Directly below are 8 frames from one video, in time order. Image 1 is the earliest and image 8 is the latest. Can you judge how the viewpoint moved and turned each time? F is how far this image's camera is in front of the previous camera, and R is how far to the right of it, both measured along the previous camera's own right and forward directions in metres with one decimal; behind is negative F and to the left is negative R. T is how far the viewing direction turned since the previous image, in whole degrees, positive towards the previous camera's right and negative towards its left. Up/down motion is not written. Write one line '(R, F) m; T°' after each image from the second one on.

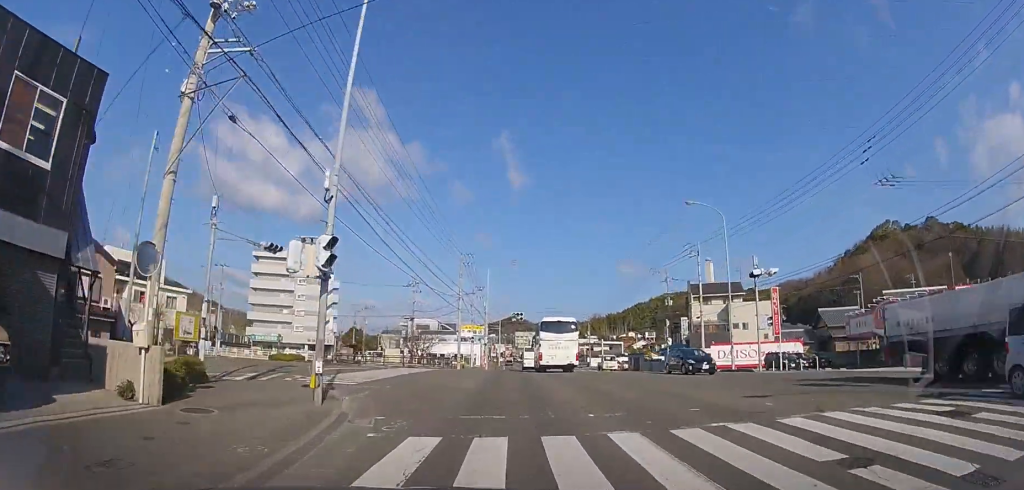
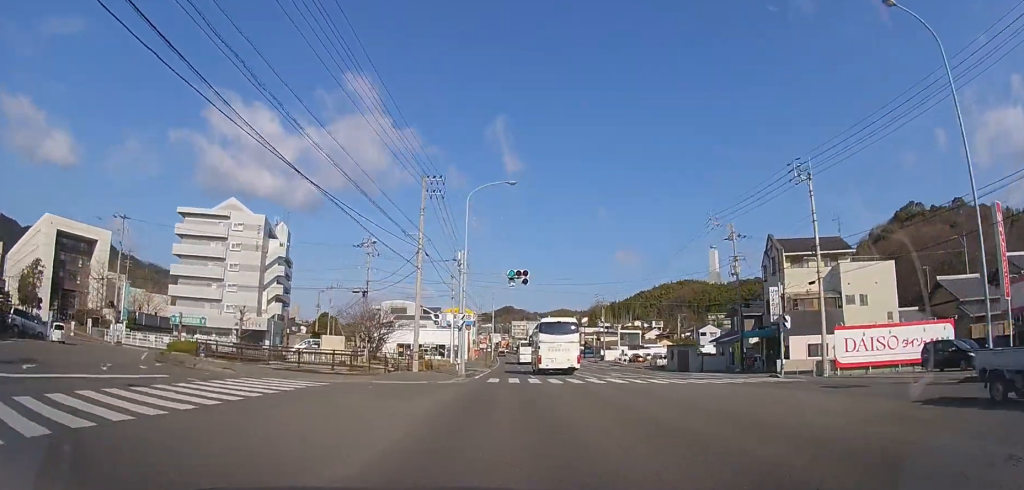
(+0.1, +22.8) m; +1°
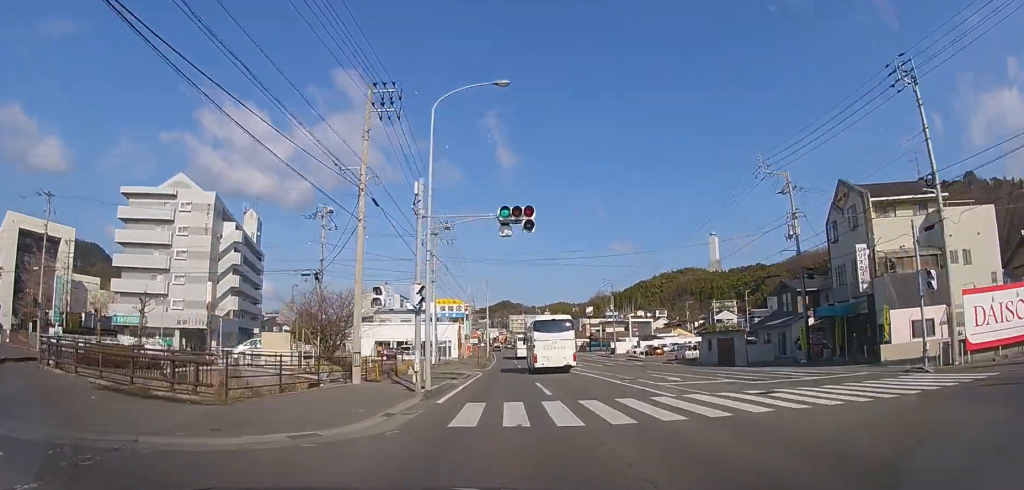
(+0.1, +12.2) m; 0°
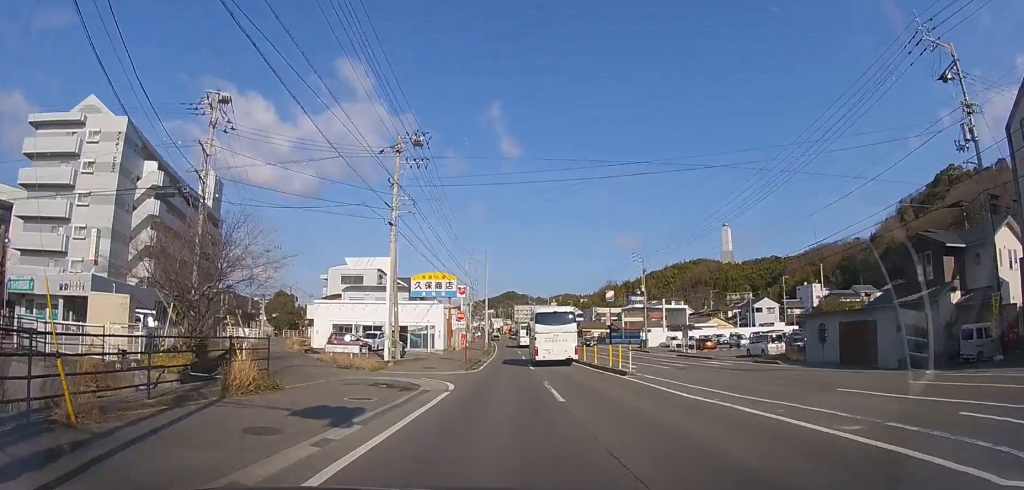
(0.0, +18.2) m; 0°
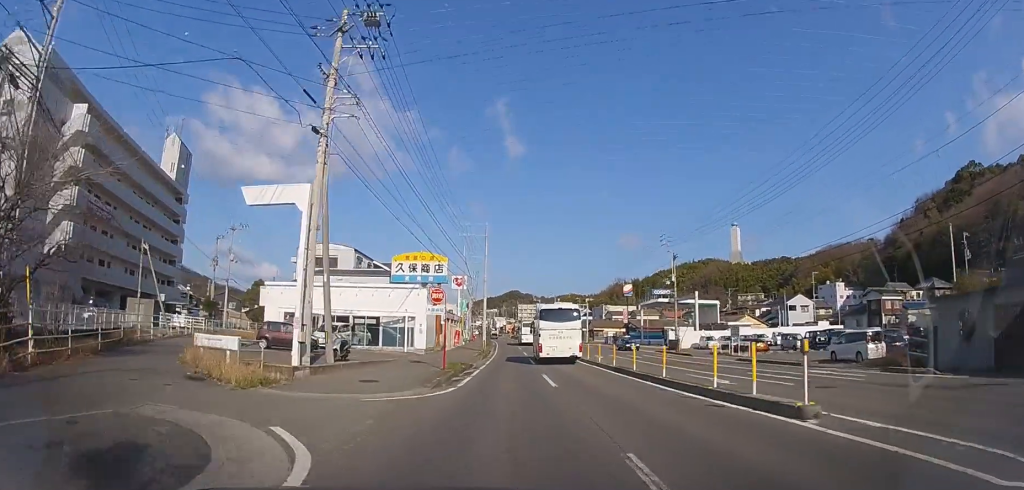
(0.0, +11.6) m; 0°
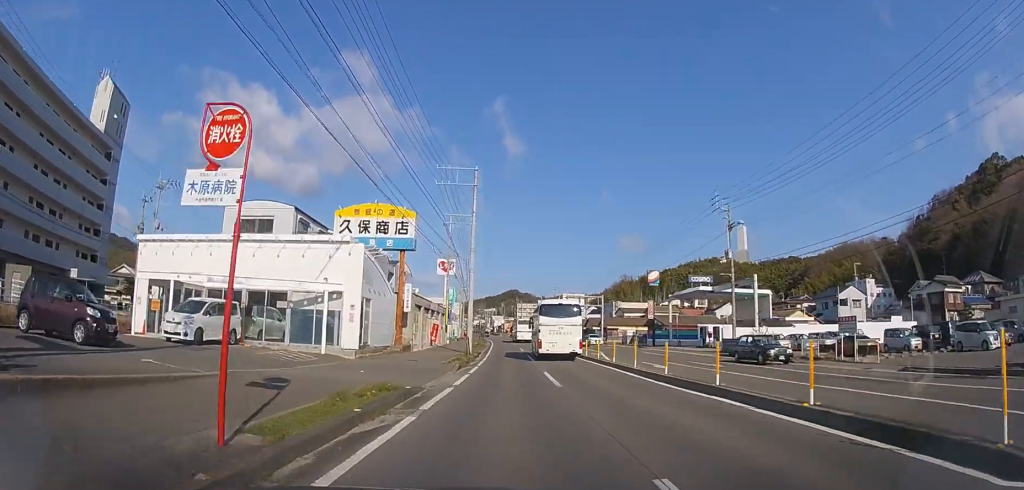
(0.0, +16.0) m; 0°
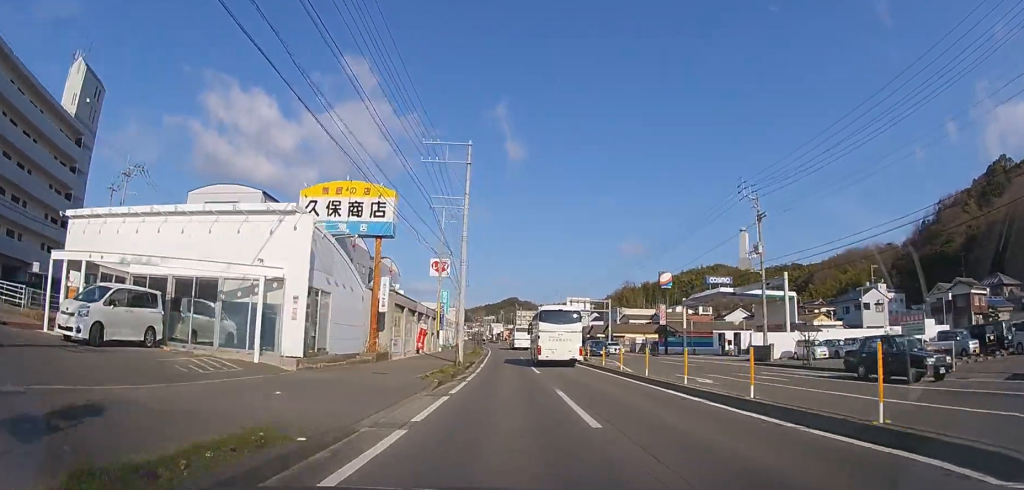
(0.0, +6.1) m; 0°
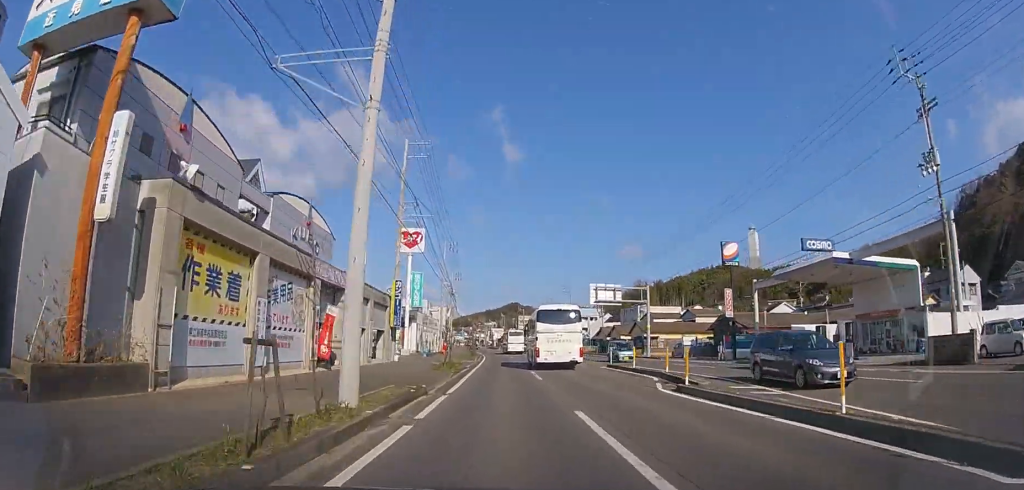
(-0.1, +18.5) m; -1°
